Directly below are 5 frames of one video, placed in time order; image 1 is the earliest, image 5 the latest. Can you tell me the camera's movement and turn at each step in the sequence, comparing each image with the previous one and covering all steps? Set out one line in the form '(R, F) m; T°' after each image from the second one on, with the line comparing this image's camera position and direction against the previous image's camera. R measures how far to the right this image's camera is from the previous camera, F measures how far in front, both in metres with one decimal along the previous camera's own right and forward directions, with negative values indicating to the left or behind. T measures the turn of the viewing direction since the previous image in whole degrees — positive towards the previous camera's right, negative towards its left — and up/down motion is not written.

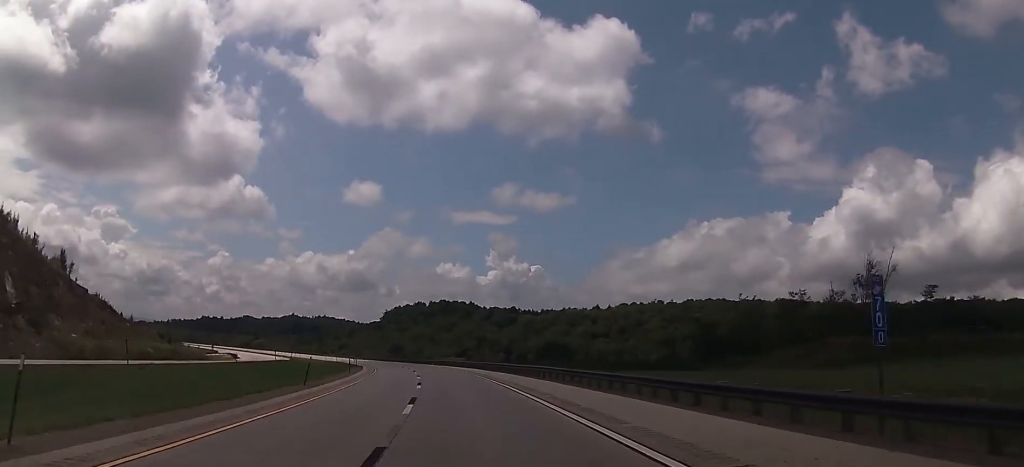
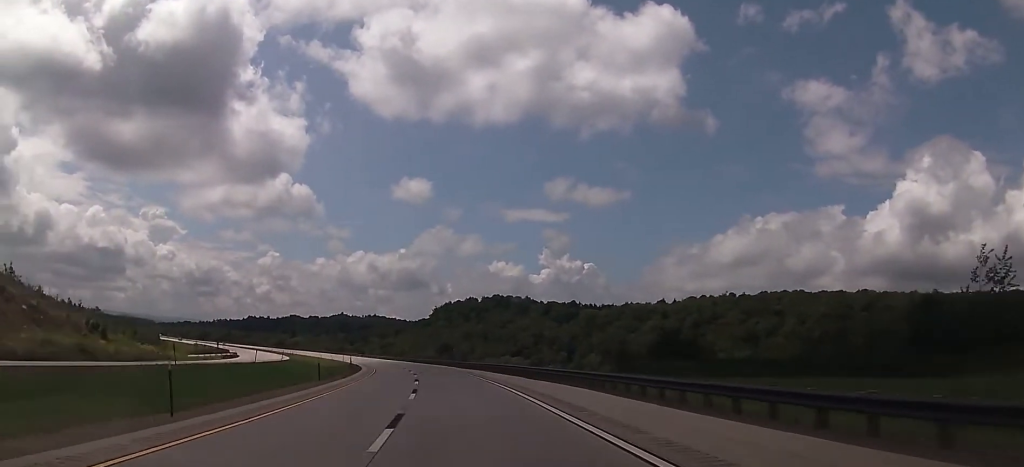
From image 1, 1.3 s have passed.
(-1.3, +42.1) m; -4°
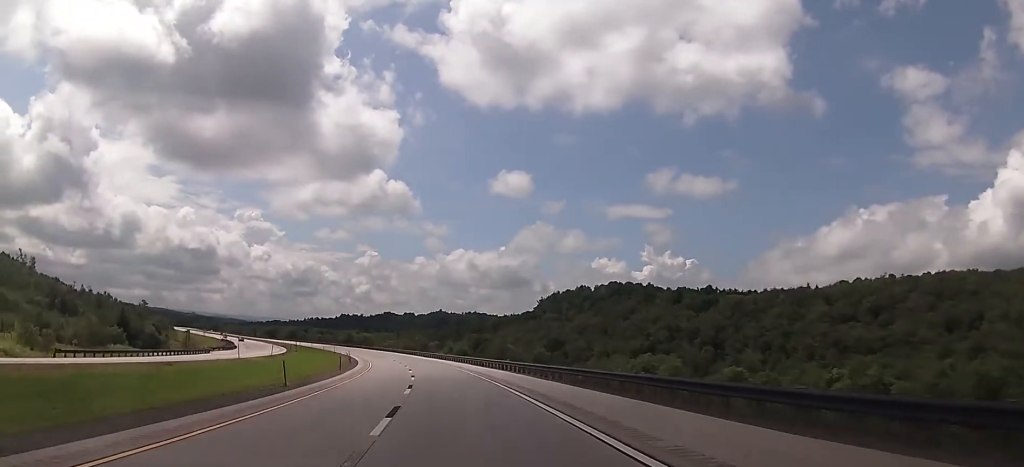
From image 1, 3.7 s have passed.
(-5.8, +82.3) m; -9°
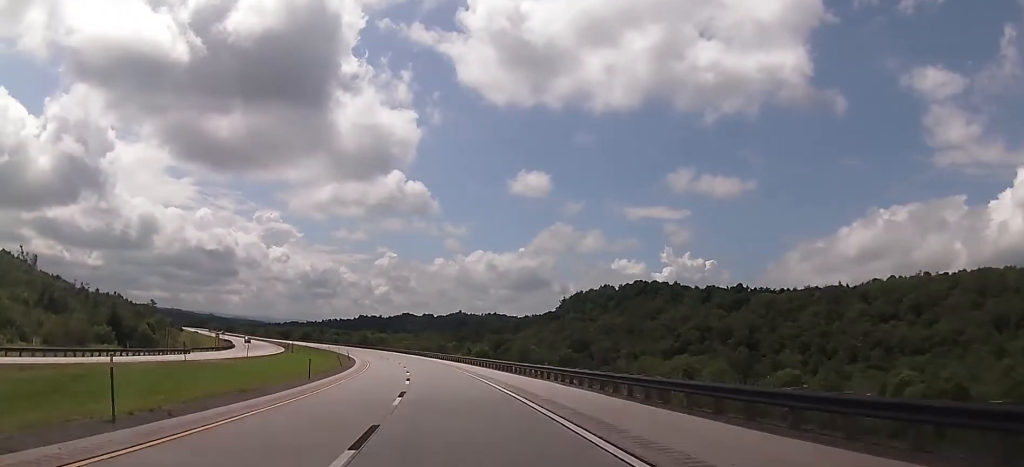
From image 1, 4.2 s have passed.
(-0.4, +16.8) m; -2°
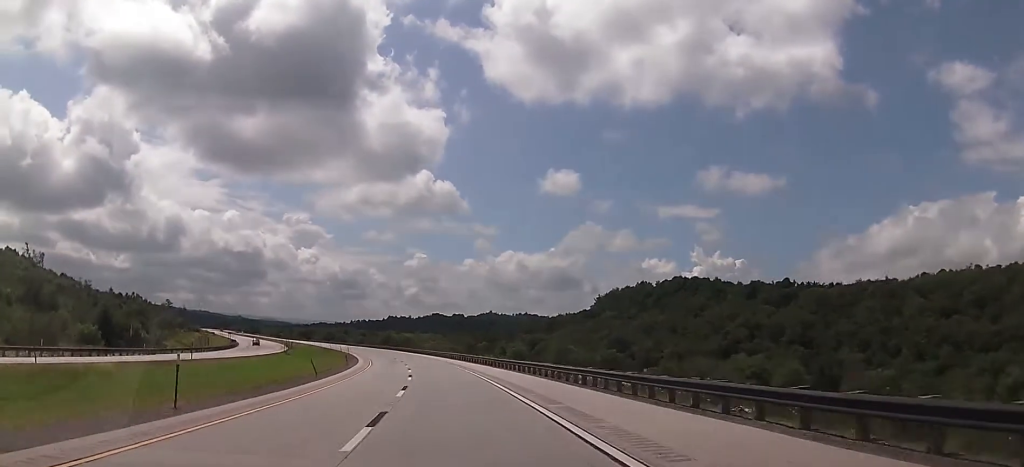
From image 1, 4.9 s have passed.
(-0.2, +21.3) m; -2°
